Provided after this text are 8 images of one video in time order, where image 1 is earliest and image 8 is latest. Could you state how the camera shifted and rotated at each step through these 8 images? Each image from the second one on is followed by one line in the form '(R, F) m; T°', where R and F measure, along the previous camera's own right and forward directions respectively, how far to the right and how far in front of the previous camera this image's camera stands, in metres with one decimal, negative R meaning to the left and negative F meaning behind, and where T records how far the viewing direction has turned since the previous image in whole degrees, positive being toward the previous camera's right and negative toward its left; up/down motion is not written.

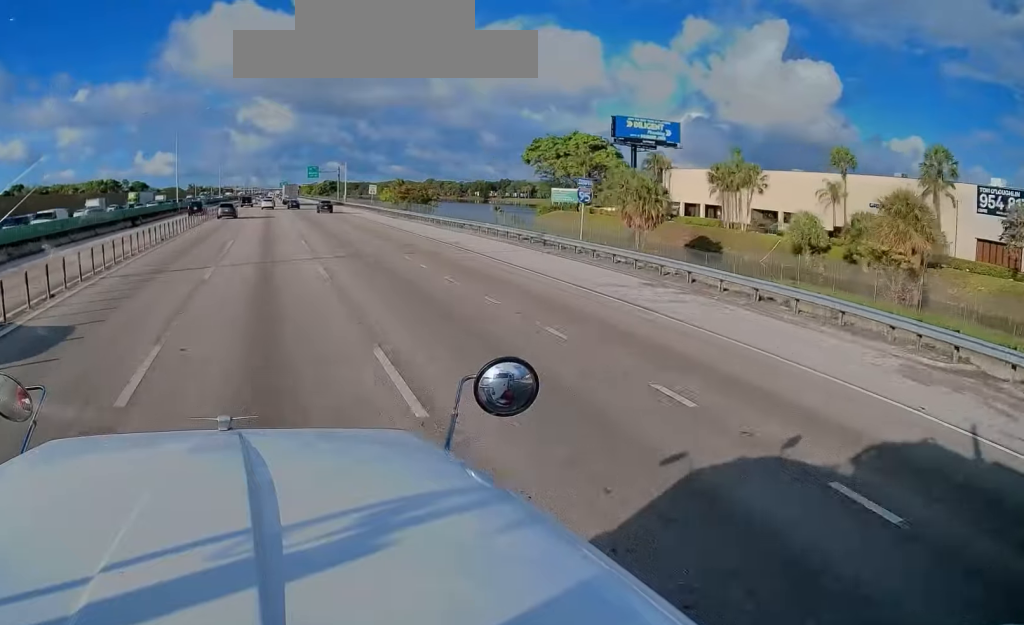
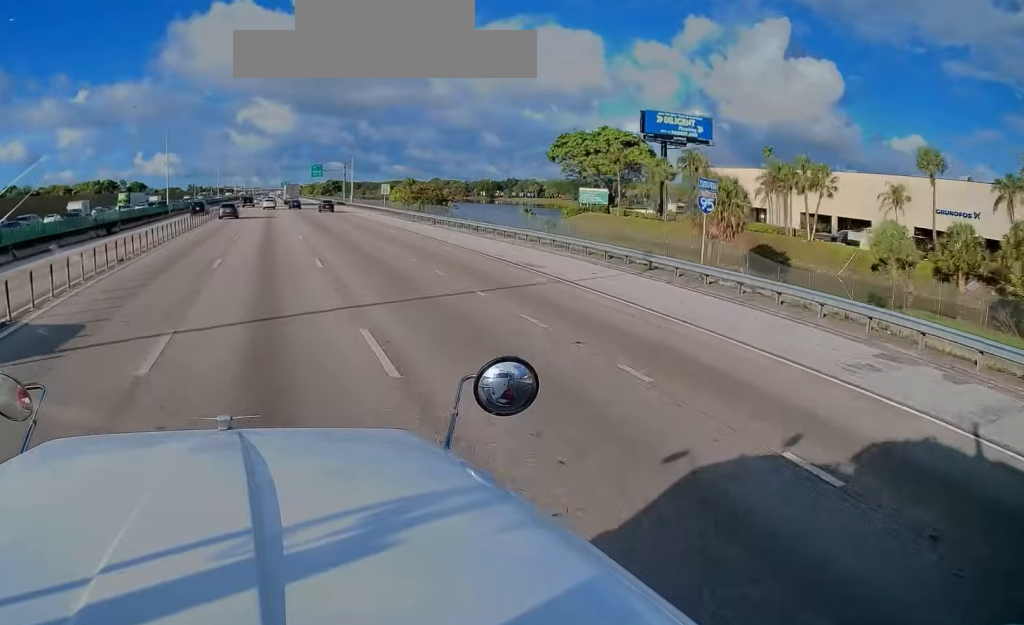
(-0.1, +11.0) m; 0°
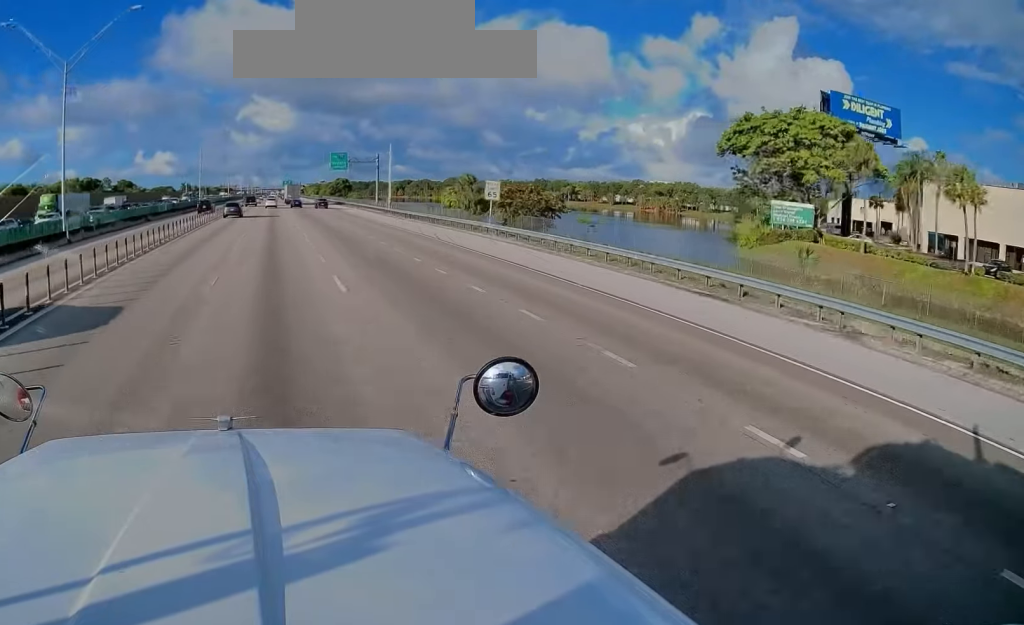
(+0.1, +47.3) m; +1°
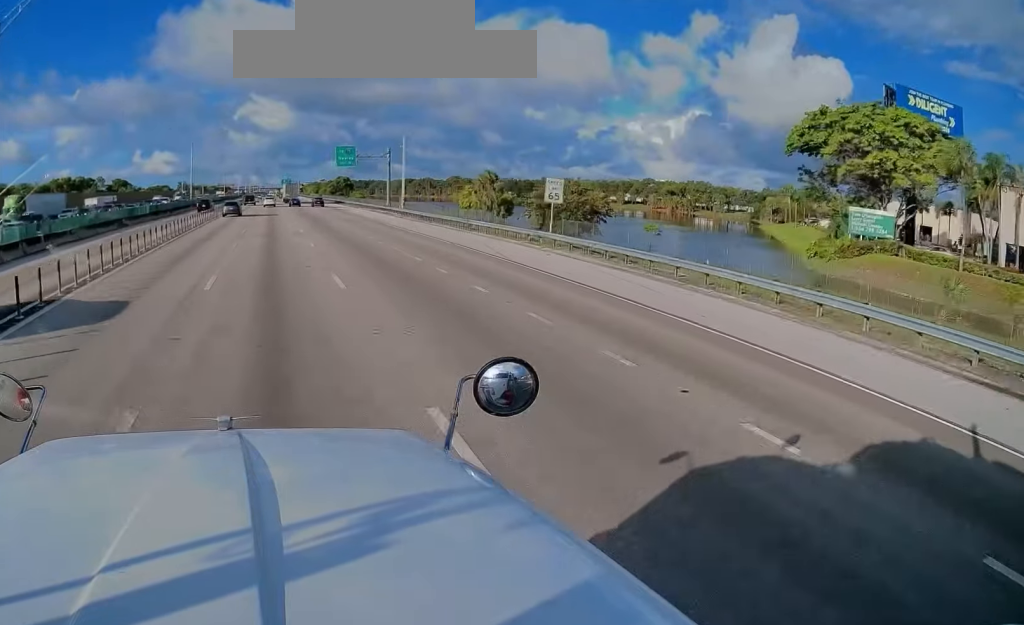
(0.0, +11.7) m; 0°
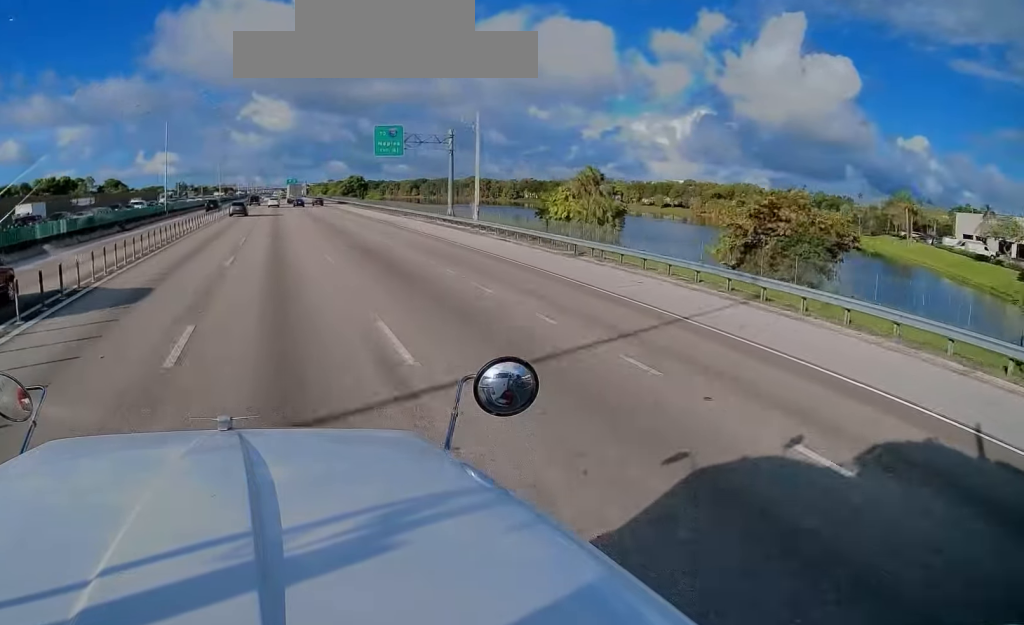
(-0.4, +31.9) m; 0°
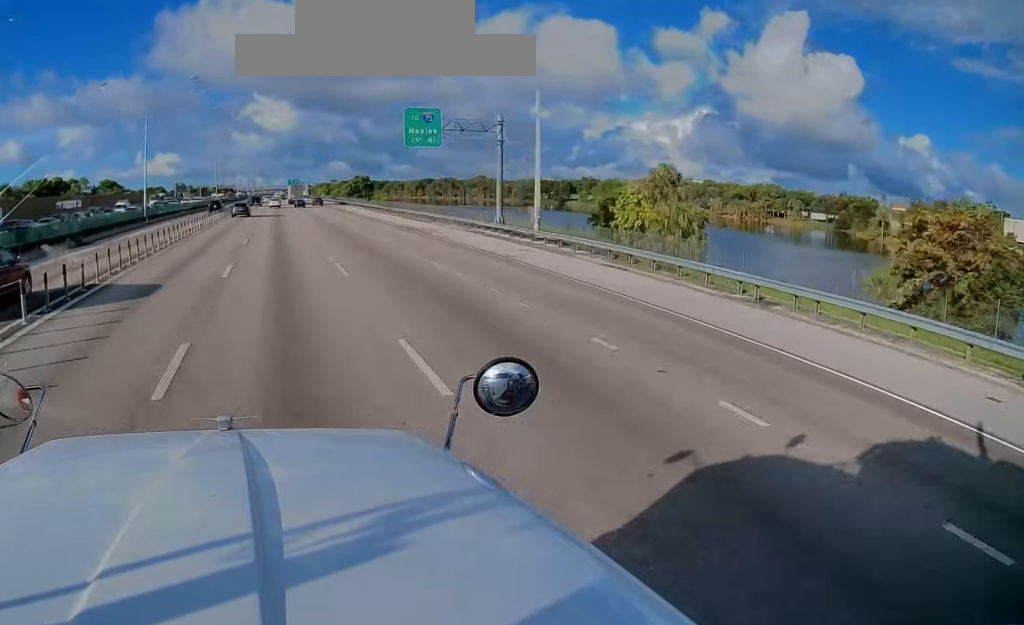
(-0.1, +14.0) m; 0°
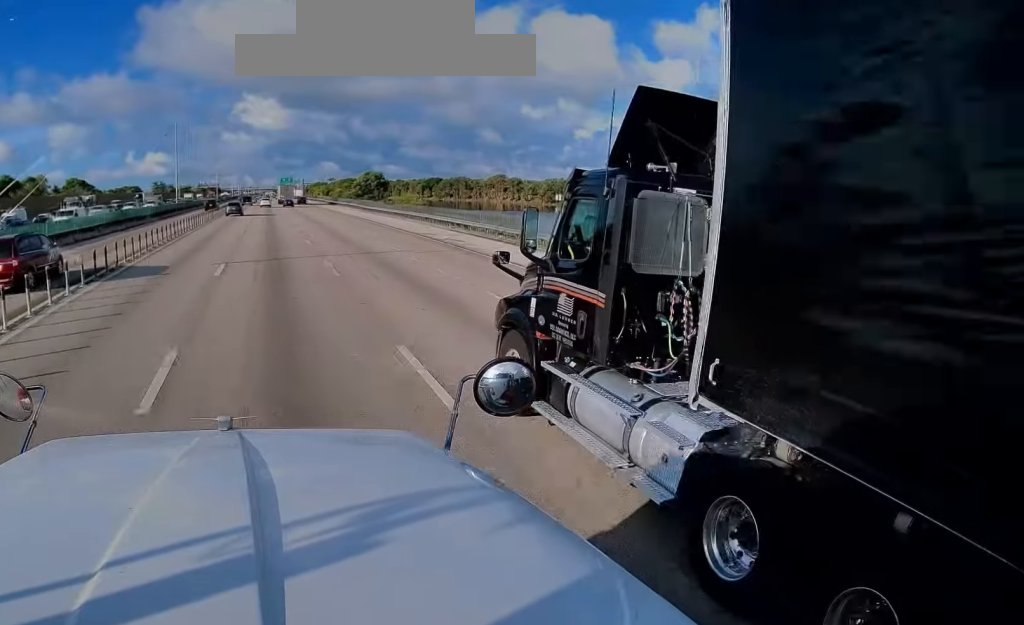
(+0.1, +51.5) m; 0°
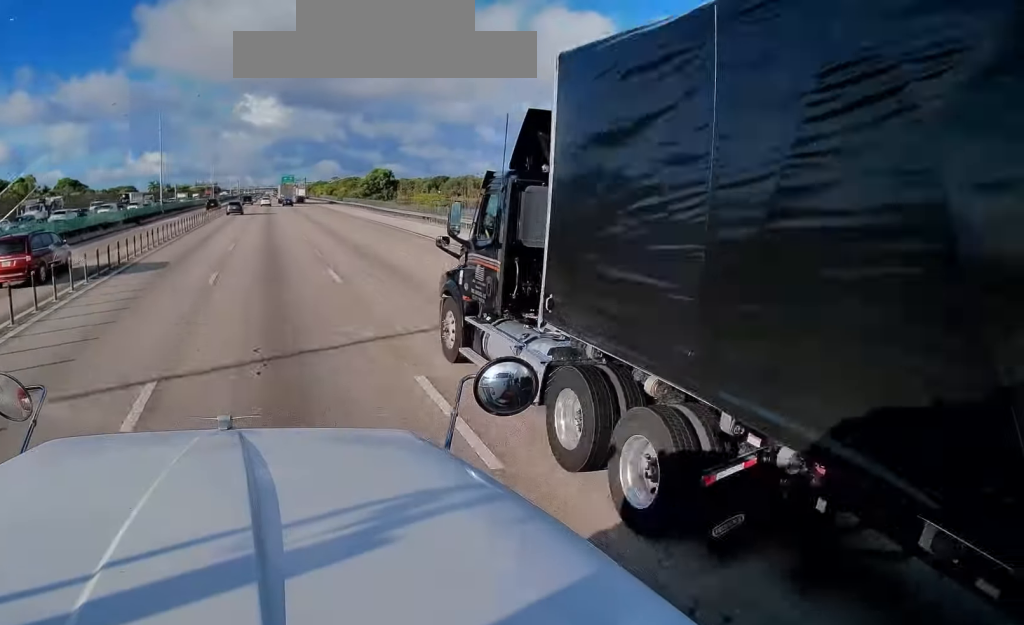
(+0.4, +15.1) m; +1°
